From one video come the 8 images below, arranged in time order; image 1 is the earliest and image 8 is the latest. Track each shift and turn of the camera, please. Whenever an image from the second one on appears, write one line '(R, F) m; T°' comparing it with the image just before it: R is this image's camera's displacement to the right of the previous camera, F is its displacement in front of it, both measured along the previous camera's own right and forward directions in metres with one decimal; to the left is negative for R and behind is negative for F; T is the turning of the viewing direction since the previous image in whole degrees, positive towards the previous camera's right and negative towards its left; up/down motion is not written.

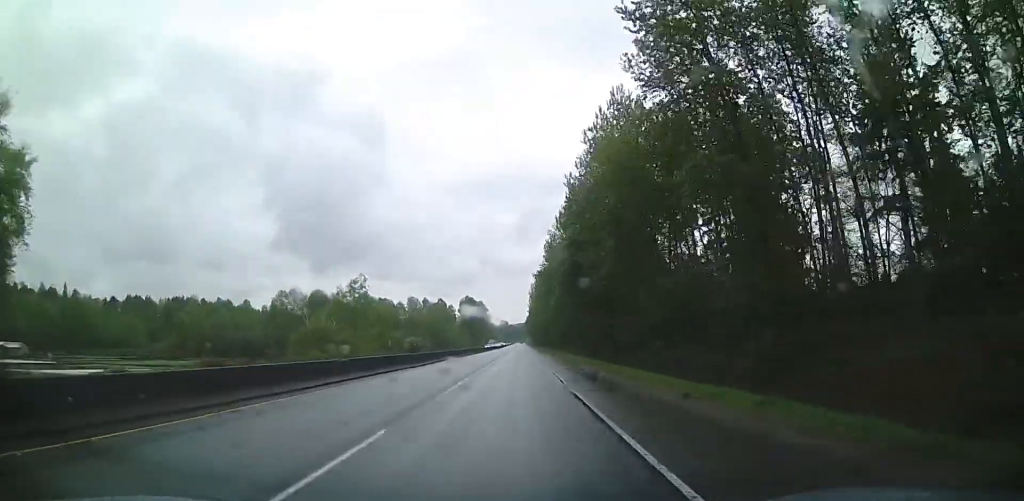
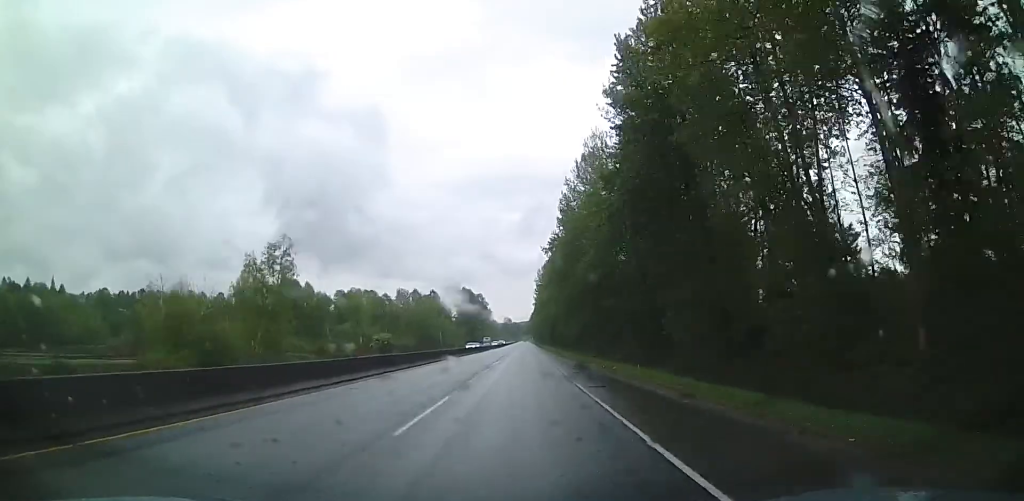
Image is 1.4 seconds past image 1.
(0.0, +33.5) m; -1°
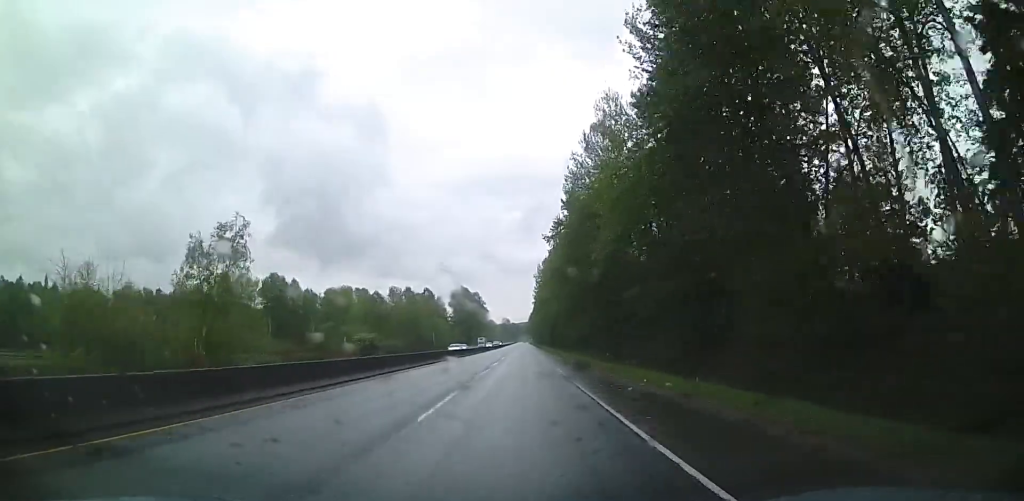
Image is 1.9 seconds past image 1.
(-0.2, +11.2) m; 0°
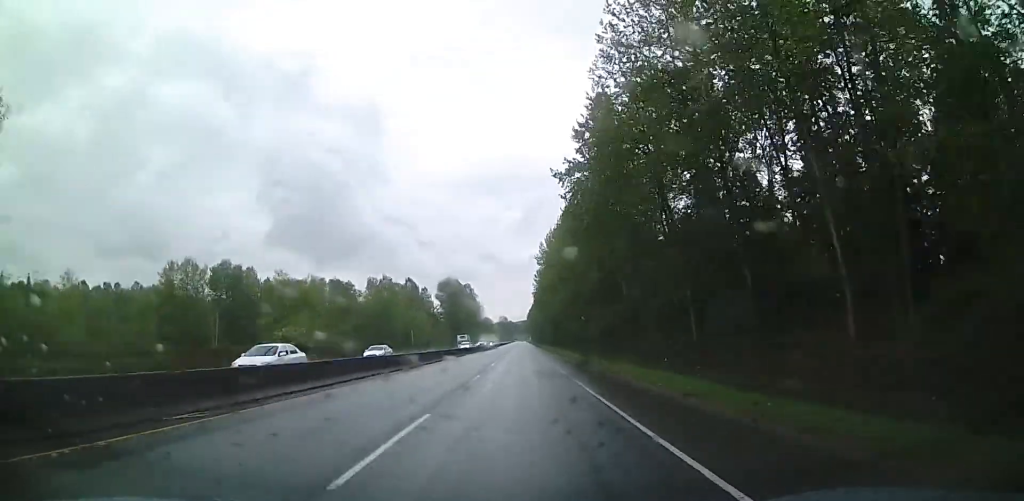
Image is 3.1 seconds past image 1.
(0.0, +30.4) m; +1°
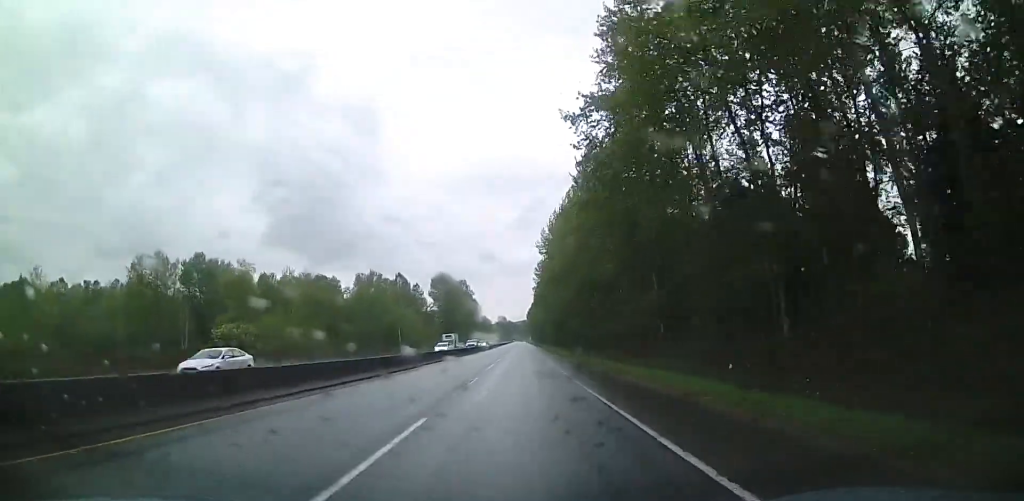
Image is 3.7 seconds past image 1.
(+0.1, +13.6) m; 0°
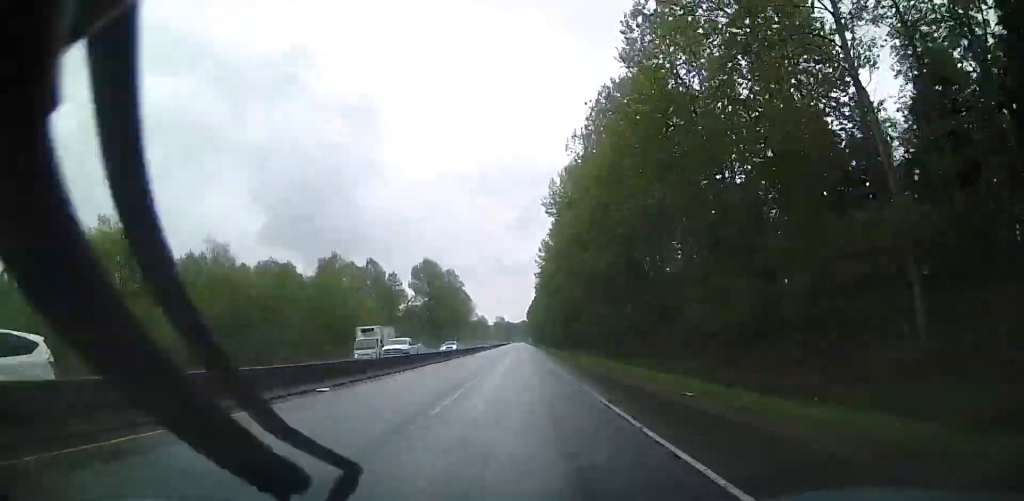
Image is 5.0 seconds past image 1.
(-0.4, +31.3) m; -1°
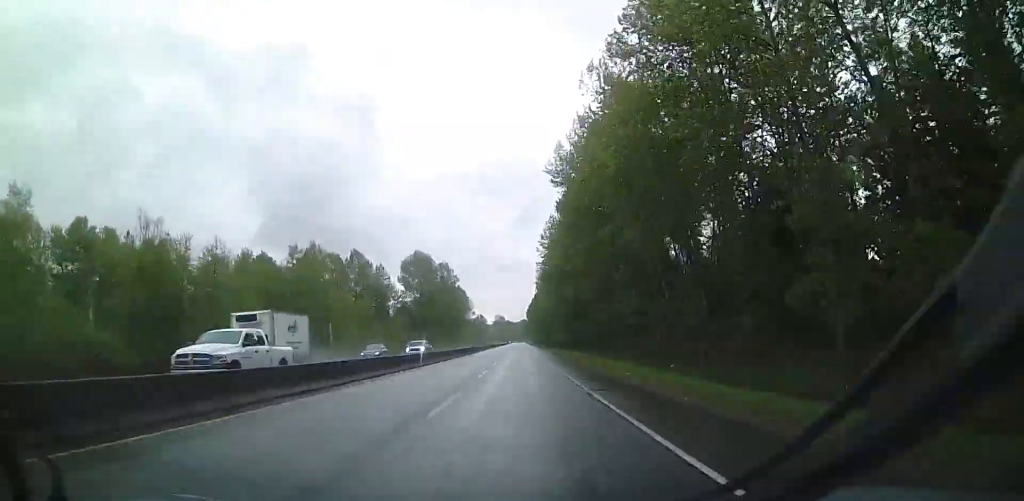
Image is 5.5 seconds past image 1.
(-0.2, +12.8) m; 0°
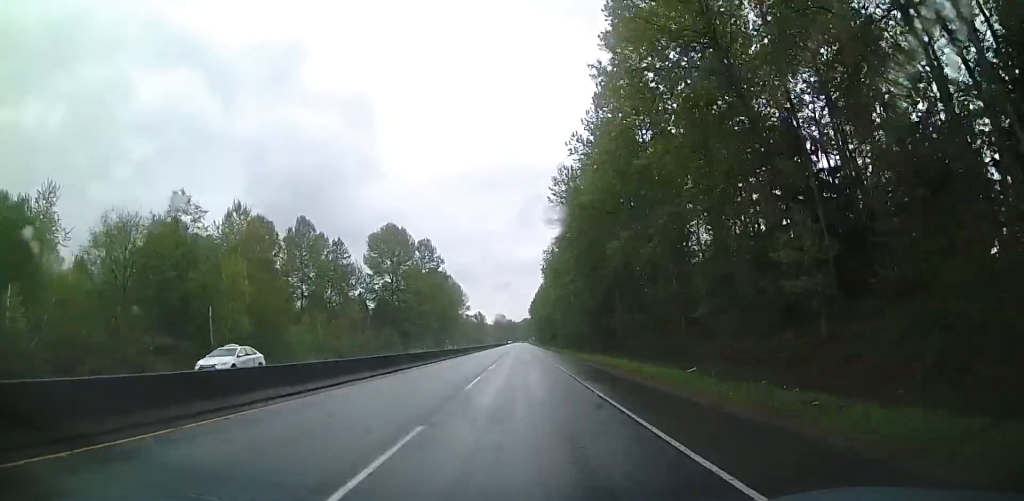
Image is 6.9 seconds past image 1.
(+0.3, +32.1) m; 0°
